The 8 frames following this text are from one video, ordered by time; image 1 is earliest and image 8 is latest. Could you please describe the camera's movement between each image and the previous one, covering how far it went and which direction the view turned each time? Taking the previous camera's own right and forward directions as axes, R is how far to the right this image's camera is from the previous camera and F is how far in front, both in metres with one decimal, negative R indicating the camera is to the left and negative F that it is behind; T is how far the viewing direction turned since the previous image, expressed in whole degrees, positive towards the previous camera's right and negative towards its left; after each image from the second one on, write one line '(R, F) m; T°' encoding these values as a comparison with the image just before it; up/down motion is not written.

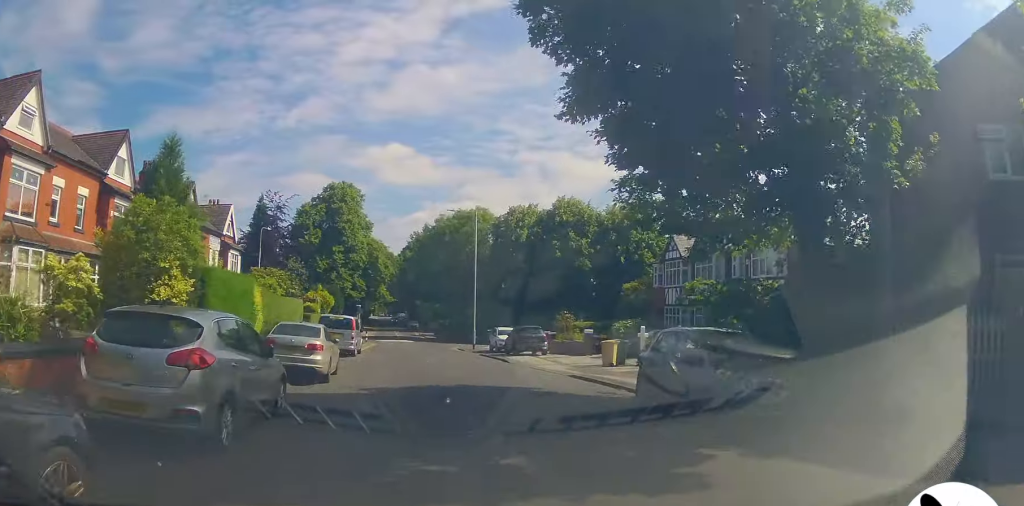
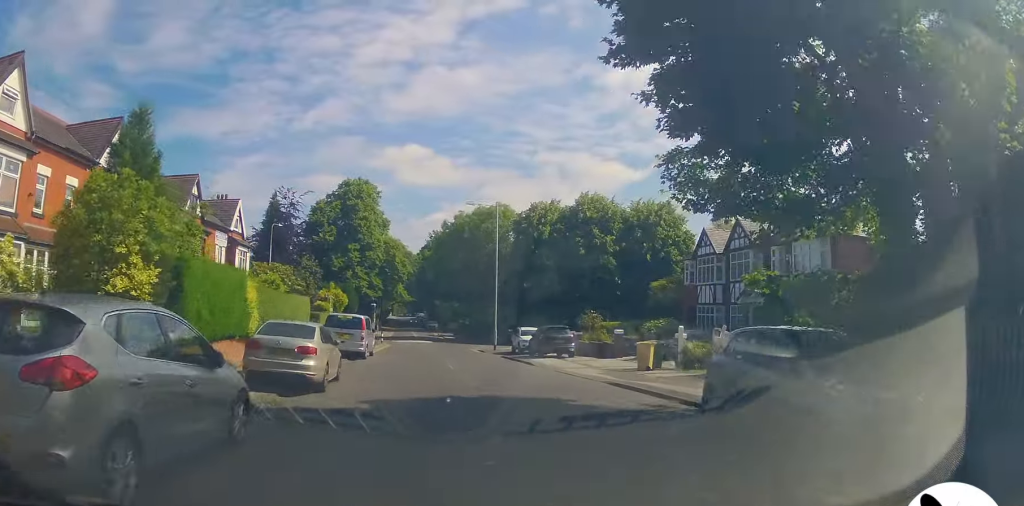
(0.0, +2.2) m; -3°
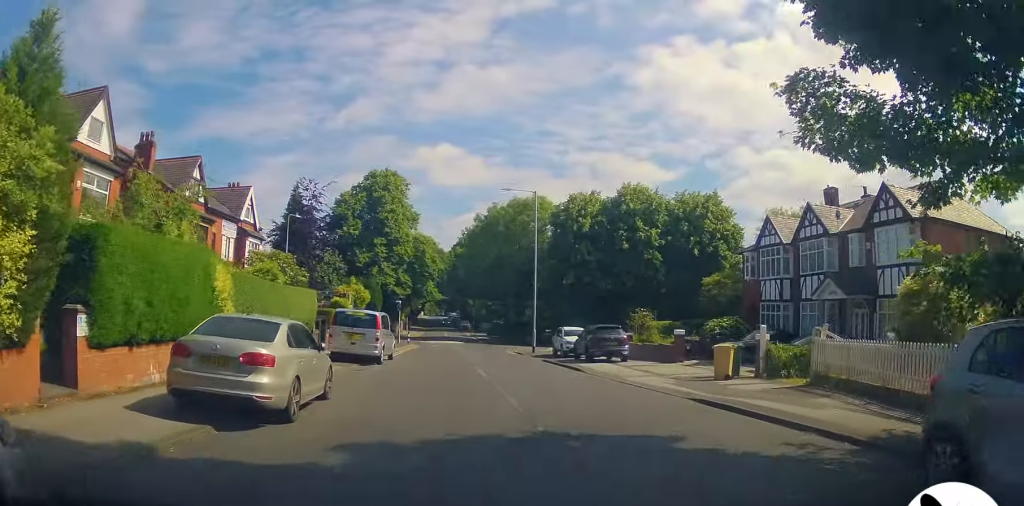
(-0.1, +4.0) m; -5°
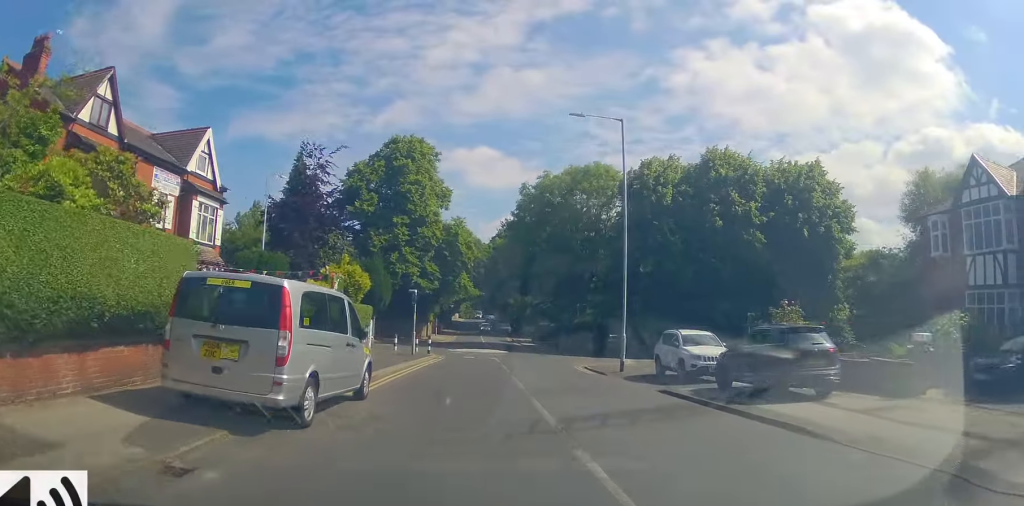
(-0.7, +12.9) m; -4°
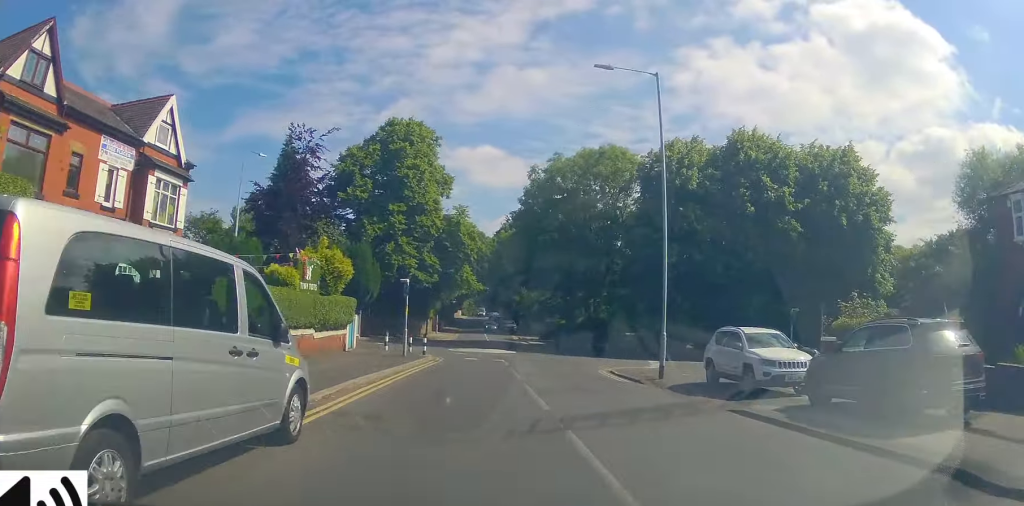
(-0.1, +4.5) m; -1°
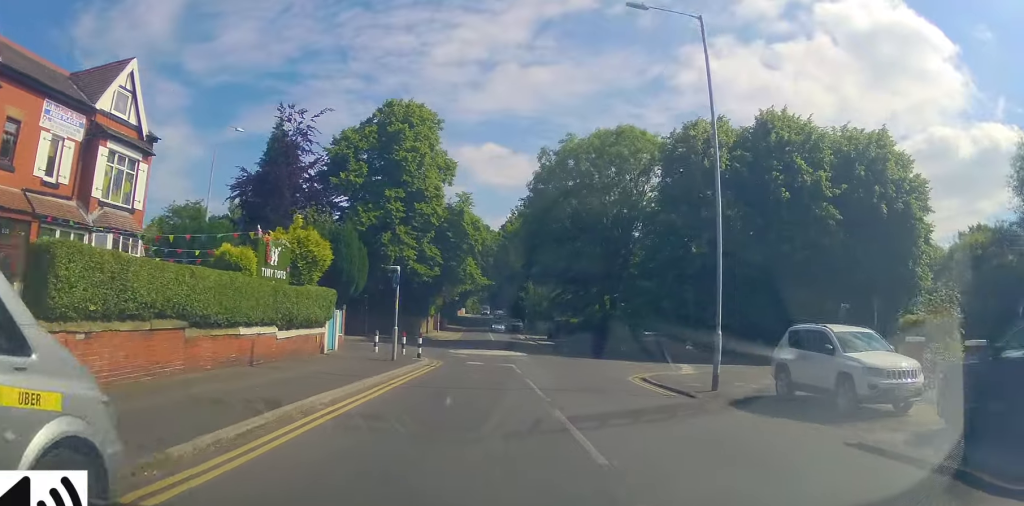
(0.0, +4.2) m; 0°
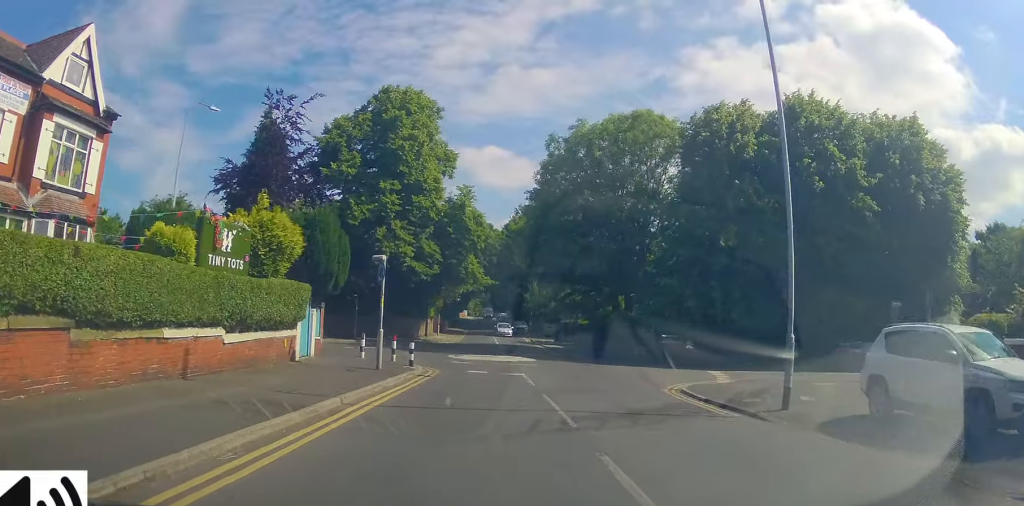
(0.0, +3.7) m; 0°
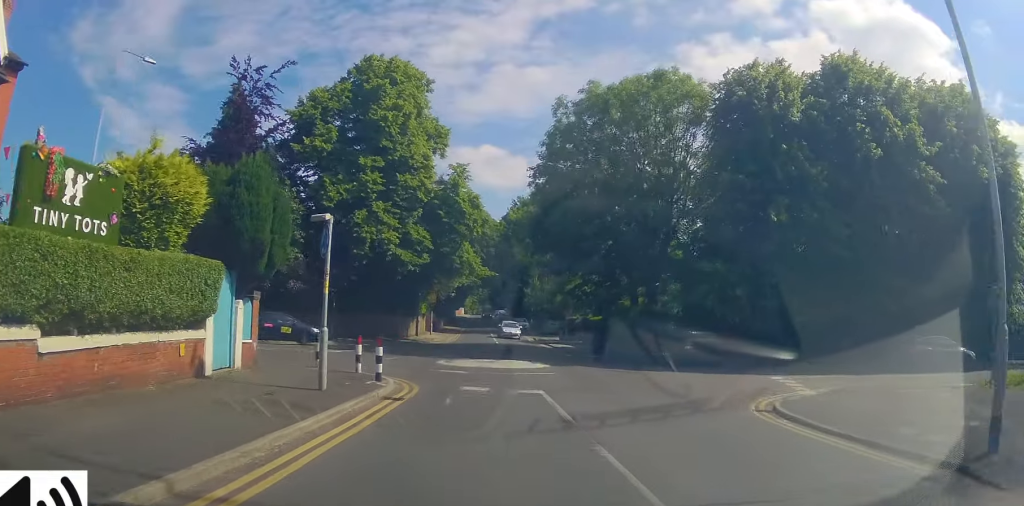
(0.0, +5.9) m; +1°
